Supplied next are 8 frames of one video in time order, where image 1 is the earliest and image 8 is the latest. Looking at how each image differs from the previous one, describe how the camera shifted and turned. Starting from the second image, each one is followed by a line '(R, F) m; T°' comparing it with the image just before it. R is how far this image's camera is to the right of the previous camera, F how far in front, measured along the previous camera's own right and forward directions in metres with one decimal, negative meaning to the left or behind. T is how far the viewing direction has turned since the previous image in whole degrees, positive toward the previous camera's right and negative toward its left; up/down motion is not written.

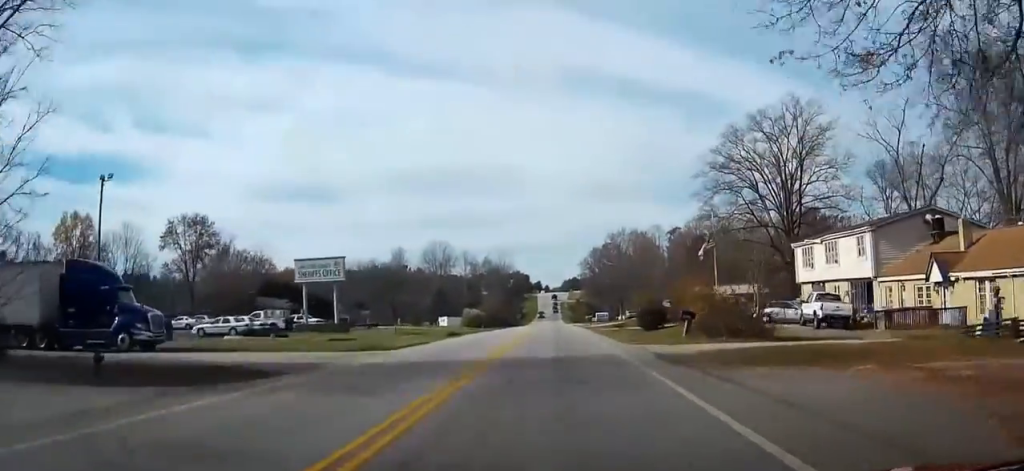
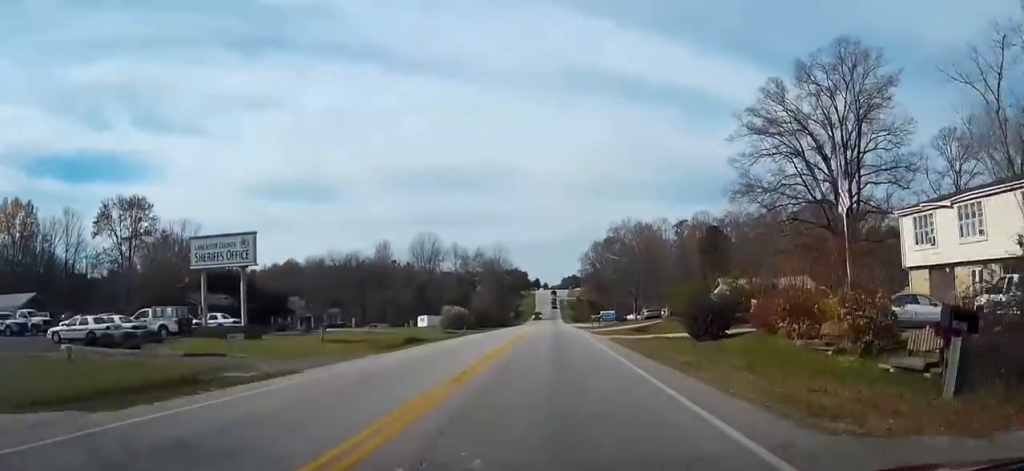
(0.0, +19.4) m; 0°
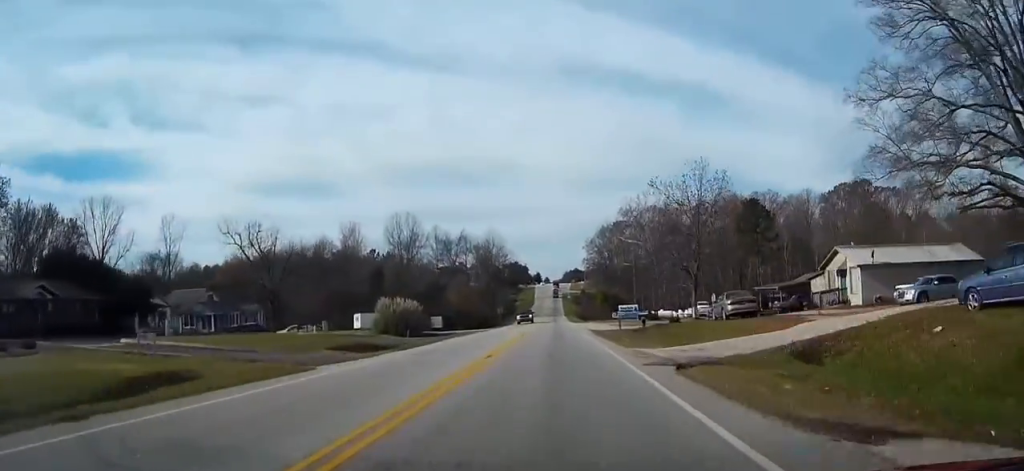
(0.0, +34.2) m; +1°
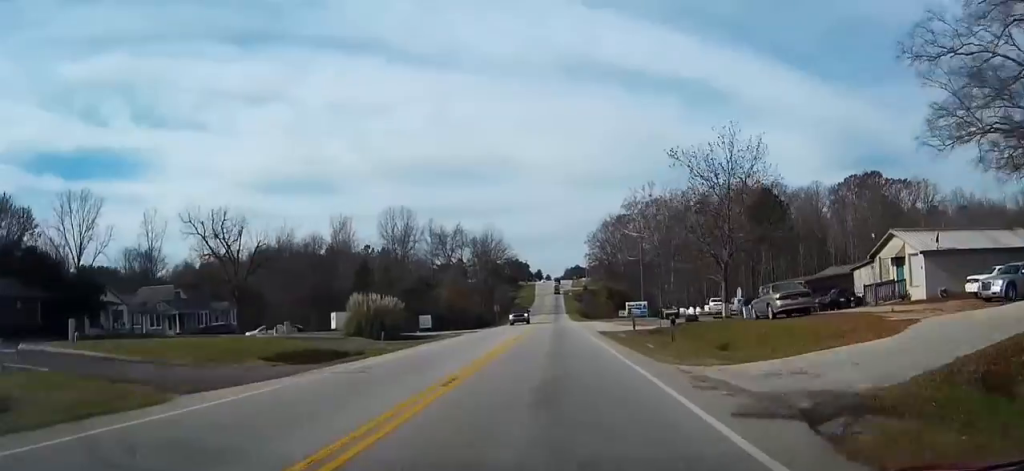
(+0.1, +8.1) m; 0°
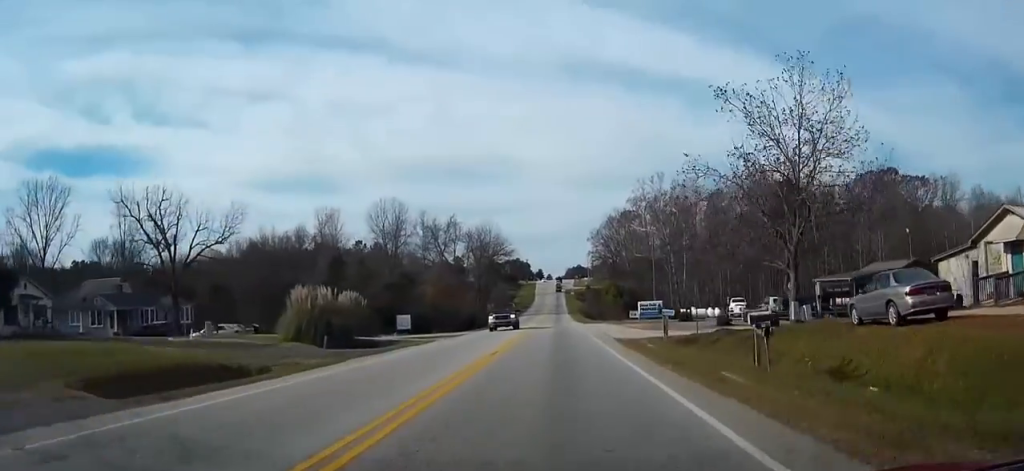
(0.0, +11.3) m; 0°
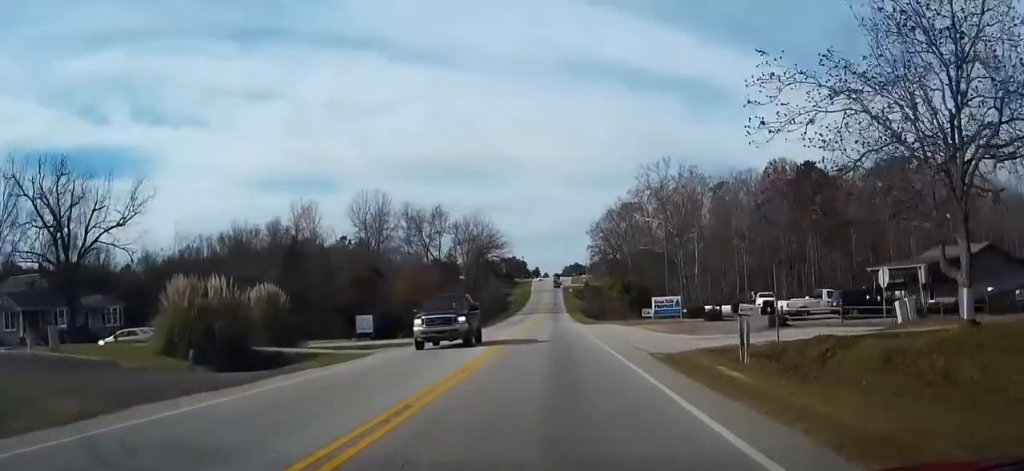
(0.0, +12.6) m; 0°
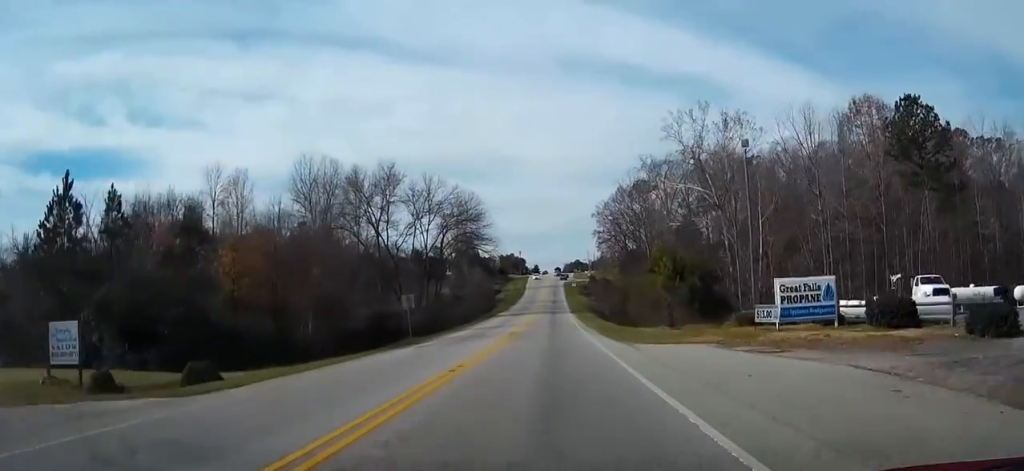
(-0.2, +33.7) m; 0°
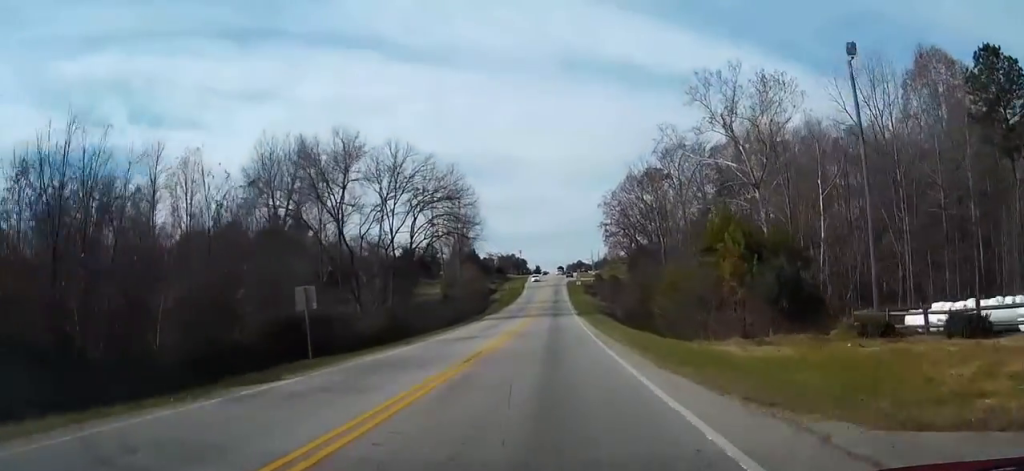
(0.0, +17.4) m; 0°
